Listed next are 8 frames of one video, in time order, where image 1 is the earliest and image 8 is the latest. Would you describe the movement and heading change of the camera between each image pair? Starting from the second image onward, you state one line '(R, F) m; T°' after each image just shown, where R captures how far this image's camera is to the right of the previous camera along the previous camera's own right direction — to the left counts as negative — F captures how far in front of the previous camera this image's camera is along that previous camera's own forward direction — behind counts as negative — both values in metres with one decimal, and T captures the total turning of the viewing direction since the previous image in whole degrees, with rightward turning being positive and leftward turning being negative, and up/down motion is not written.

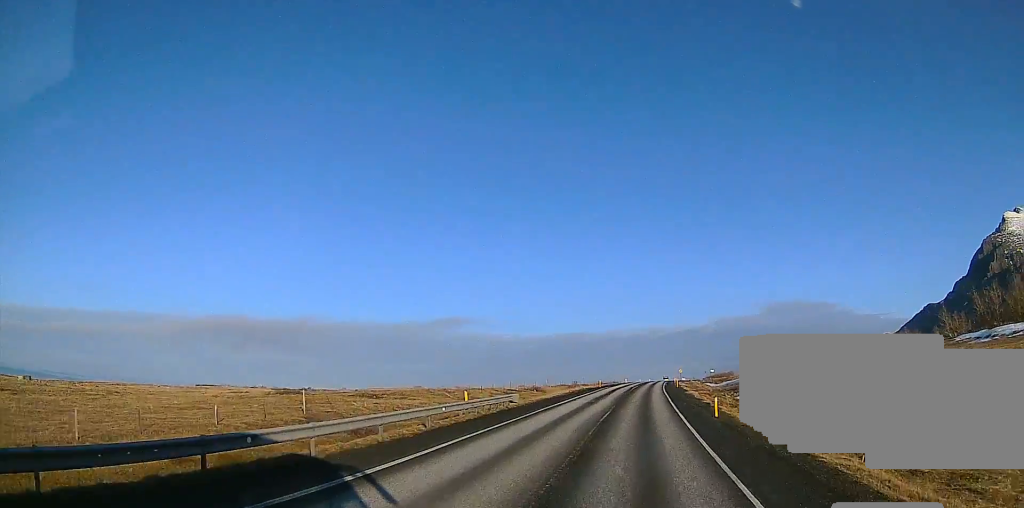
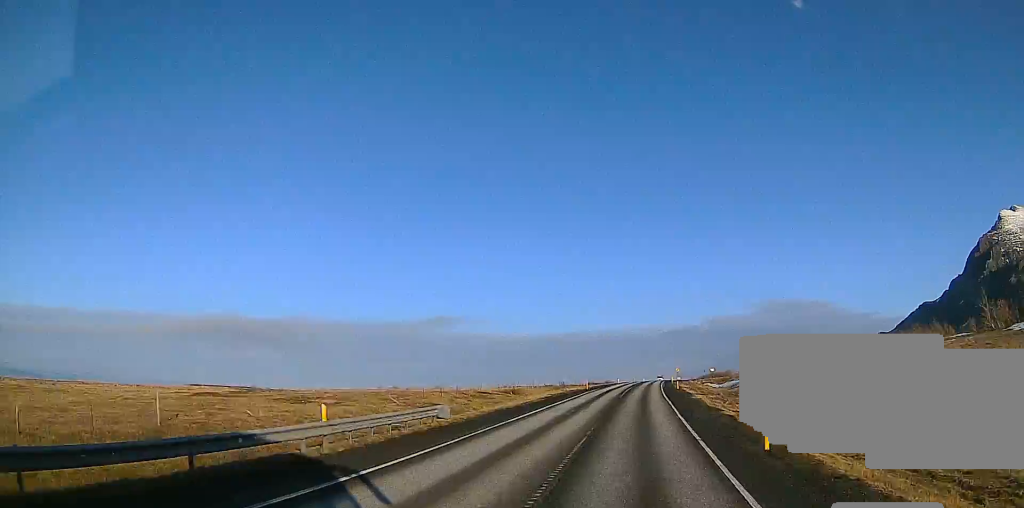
(0.0, +12.2) m; 0°
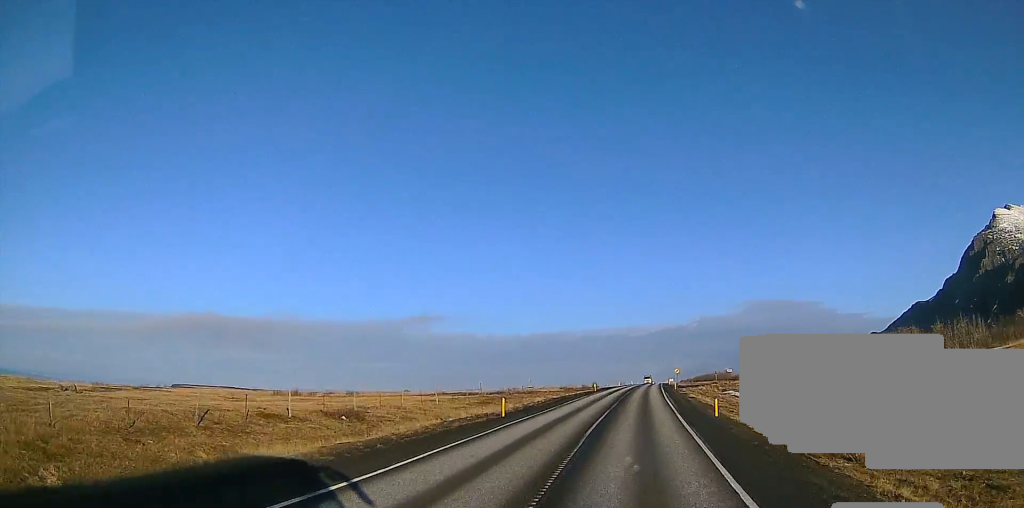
(+0.1, +40.8) m; +1°
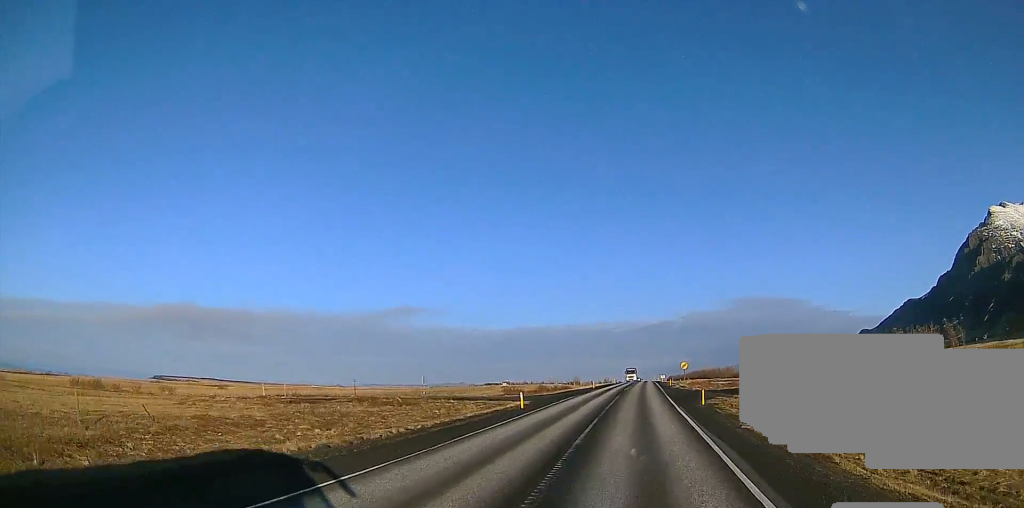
(+0.6, +44.9) m; +1°
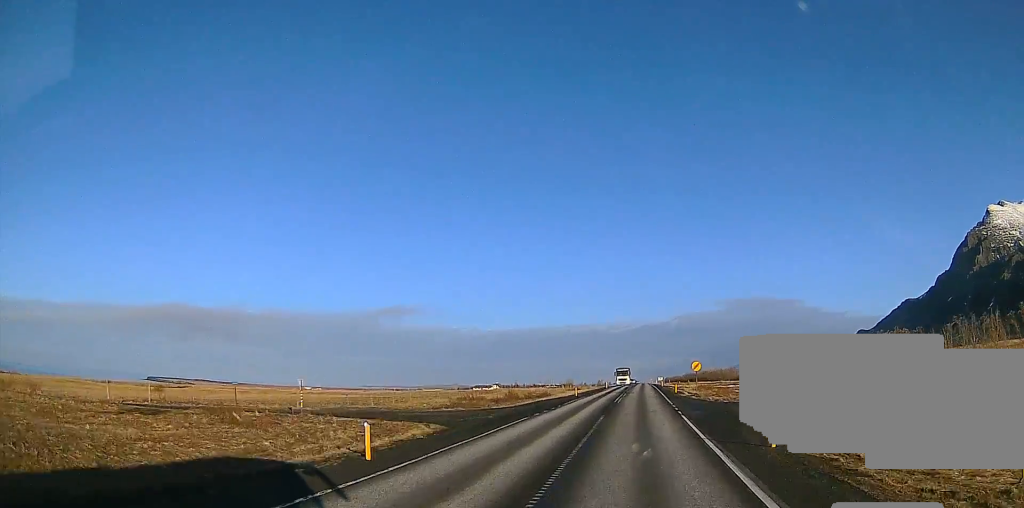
(+0.2, +20.0) m; 0°
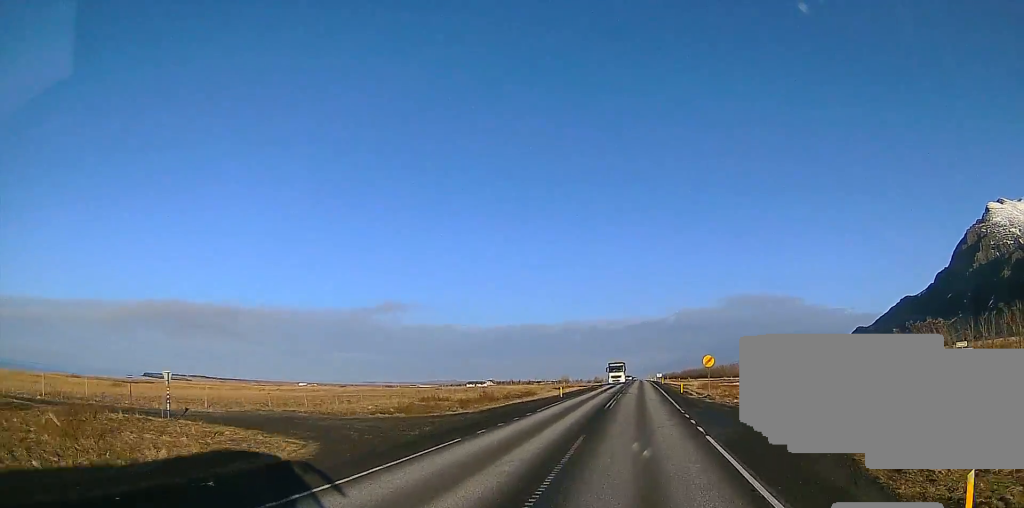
(-0.1, +11.2) m; 0°
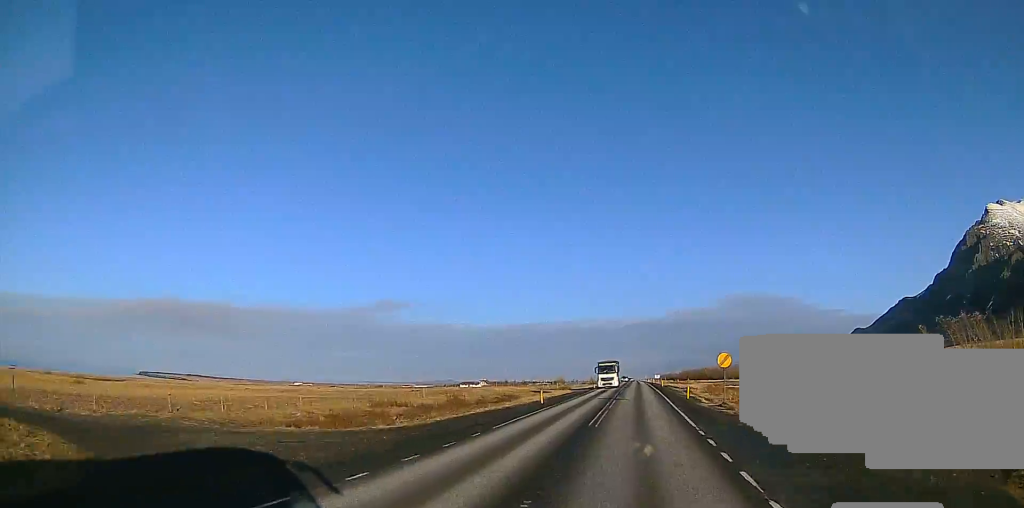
(-0.2, +9.7) m; +1°
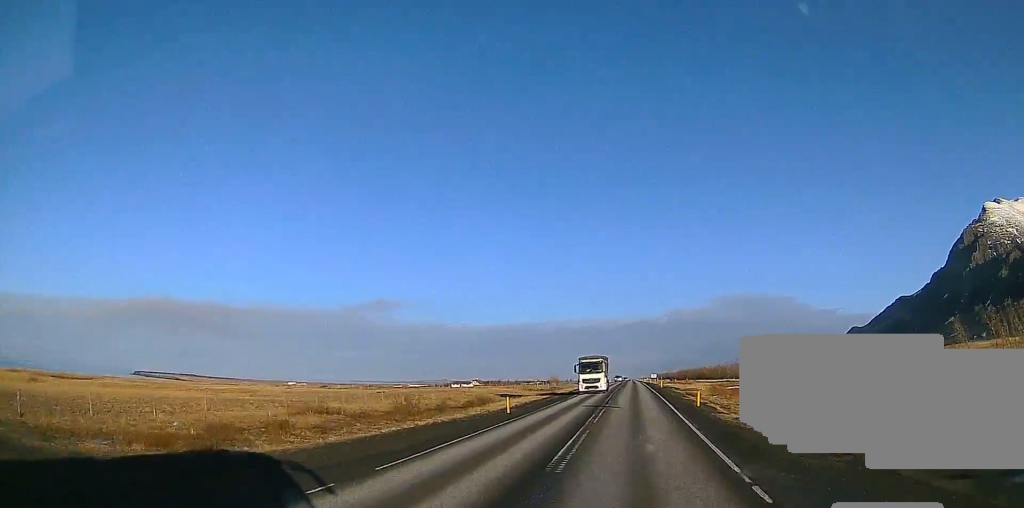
(0.0, +10.5) m; +1°
